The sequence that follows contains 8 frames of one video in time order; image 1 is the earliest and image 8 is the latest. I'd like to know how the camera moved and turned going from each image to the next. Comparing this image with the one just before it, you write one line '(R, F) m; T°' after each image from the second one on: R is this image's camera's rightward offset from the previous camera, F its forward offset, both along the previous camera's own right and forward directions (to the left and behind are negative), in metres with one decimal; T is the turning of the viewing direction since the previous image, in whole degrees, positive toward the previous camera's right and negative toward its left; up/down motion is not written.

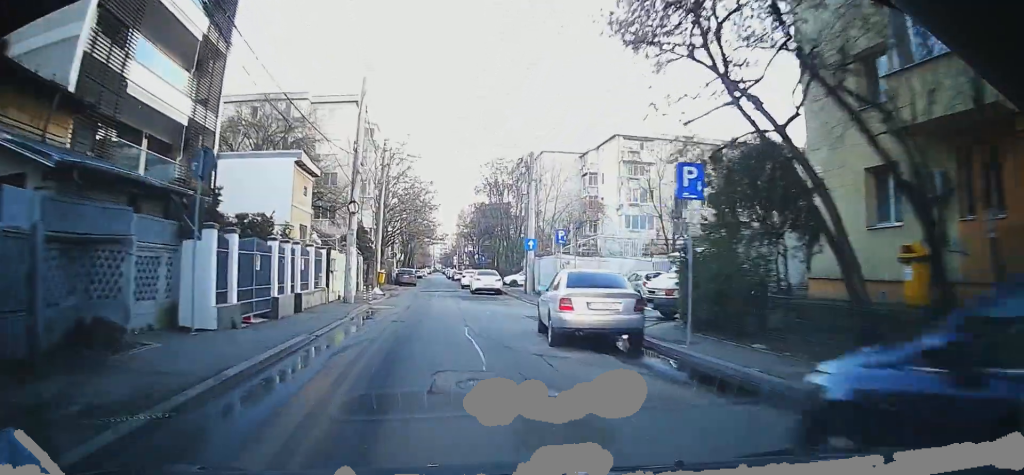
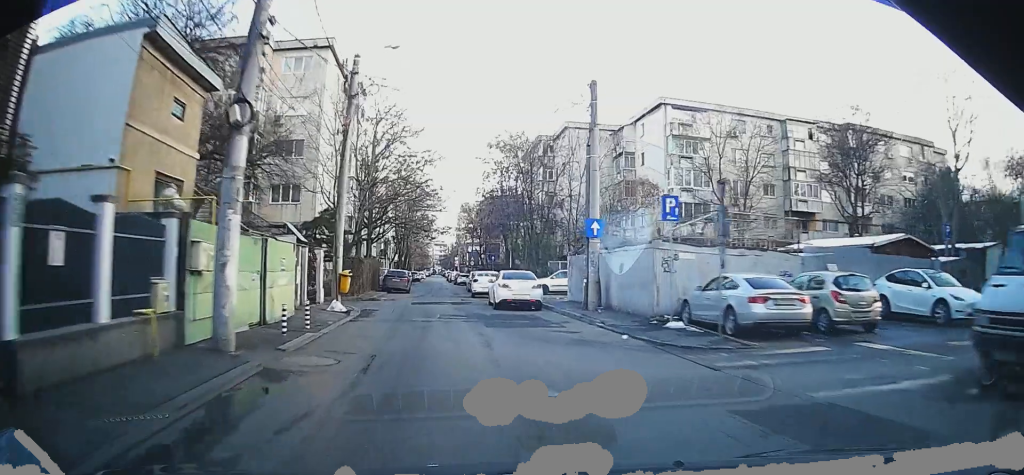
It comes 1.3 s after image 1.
(+0.7, +13.4) m; 0°
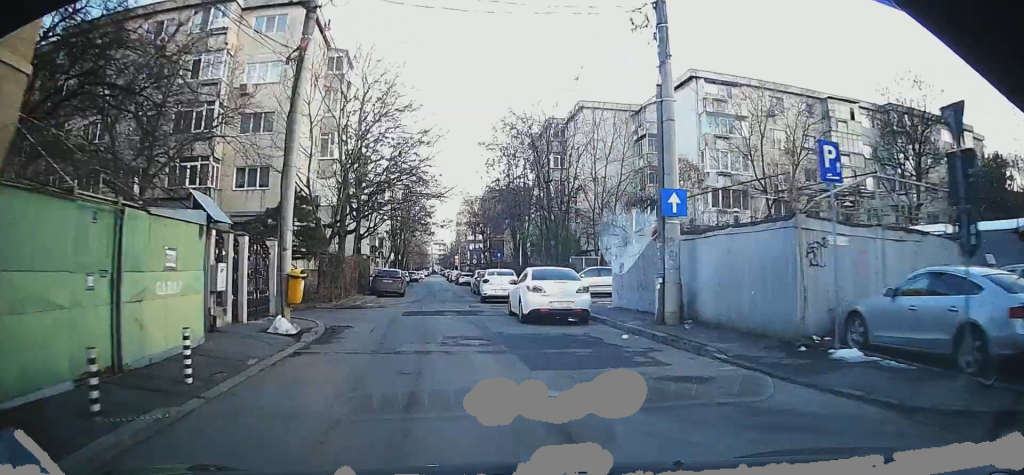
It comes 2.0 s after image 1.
(-0.6, +7.2) m; 0°
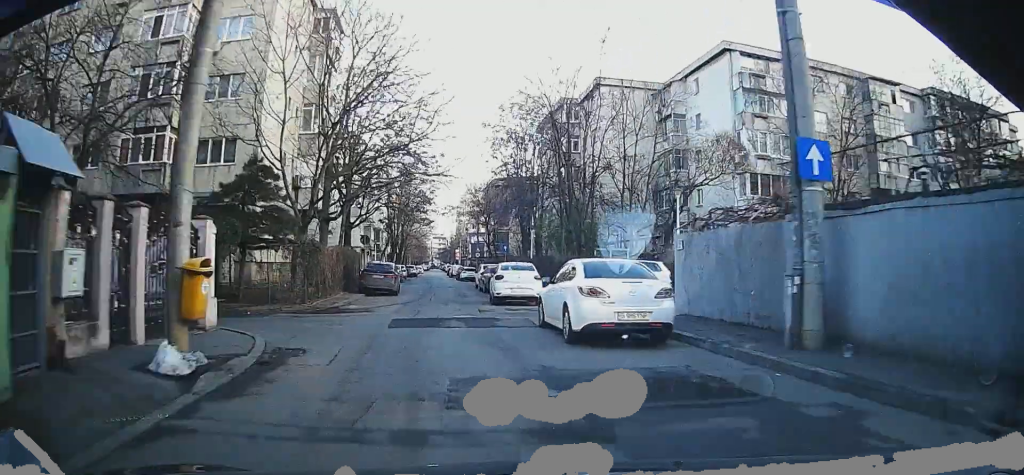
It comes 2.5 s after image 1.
(+0.3, +5.6) m; 0°
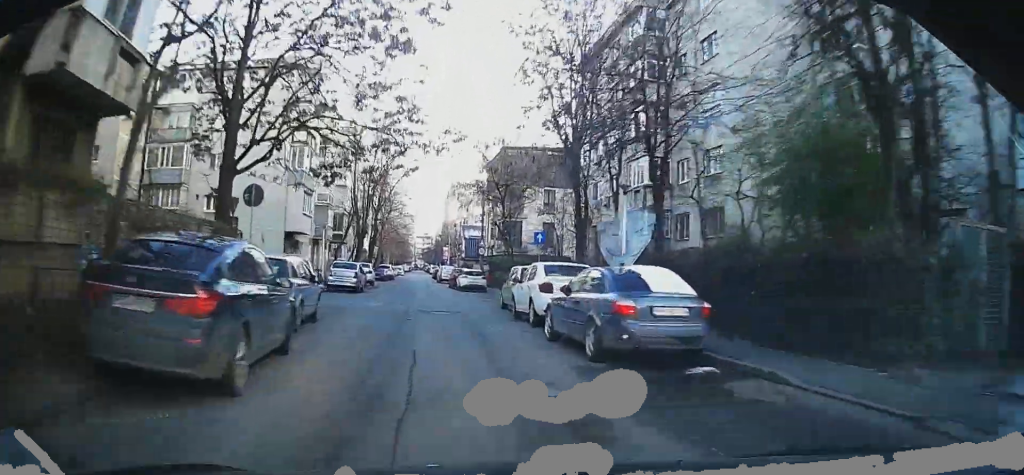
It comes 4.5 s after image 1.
(-0.8, +23.3) m; -3°
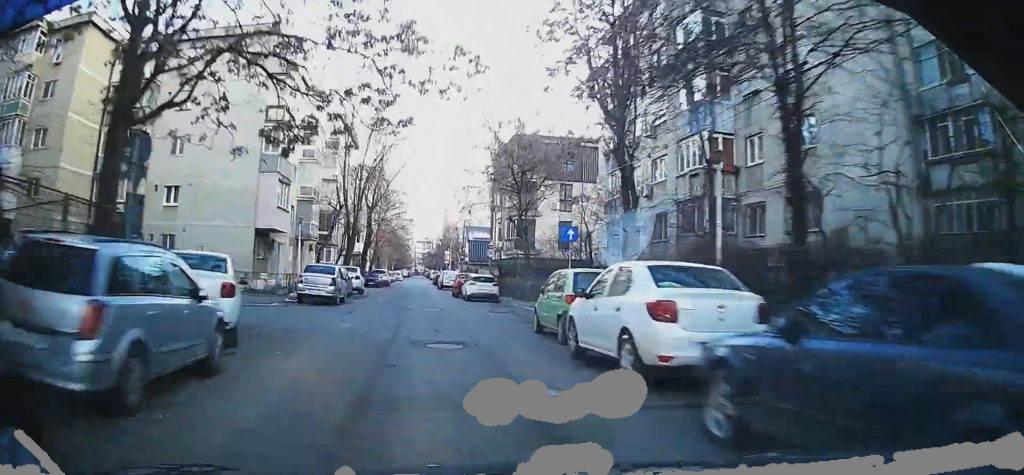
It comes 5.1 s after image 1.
(-0.1, +7.1) m; +2°
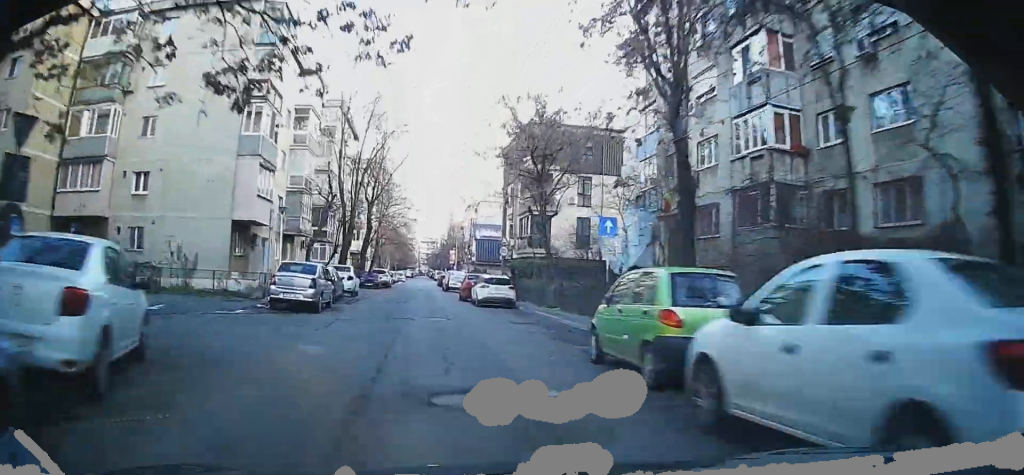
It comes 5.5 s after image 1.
(+0.3, +4.9) m; 0°
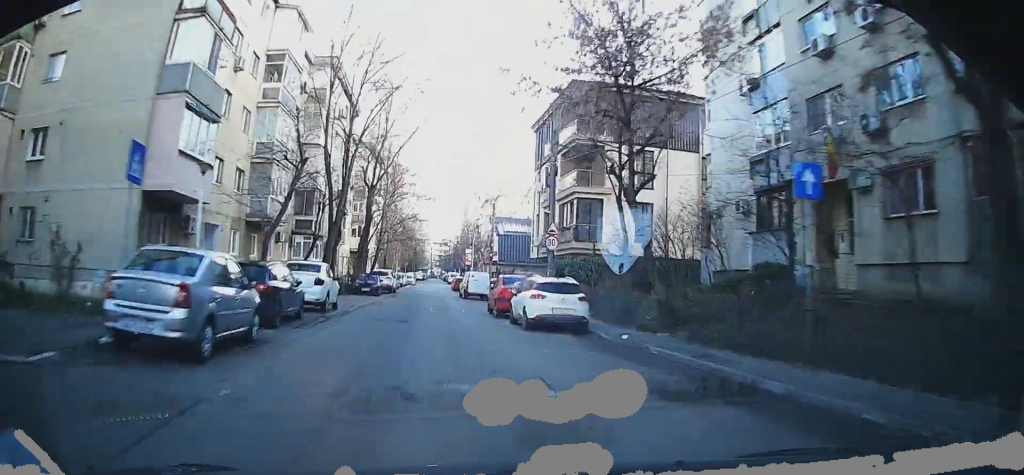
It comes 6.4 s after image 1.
(+0.1, +11.0) m; -1°
